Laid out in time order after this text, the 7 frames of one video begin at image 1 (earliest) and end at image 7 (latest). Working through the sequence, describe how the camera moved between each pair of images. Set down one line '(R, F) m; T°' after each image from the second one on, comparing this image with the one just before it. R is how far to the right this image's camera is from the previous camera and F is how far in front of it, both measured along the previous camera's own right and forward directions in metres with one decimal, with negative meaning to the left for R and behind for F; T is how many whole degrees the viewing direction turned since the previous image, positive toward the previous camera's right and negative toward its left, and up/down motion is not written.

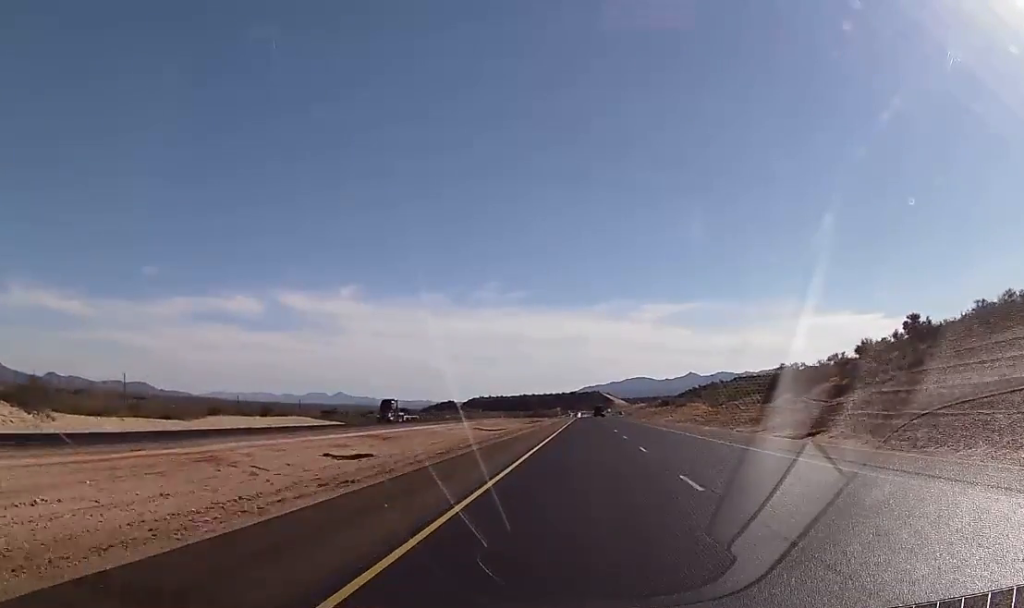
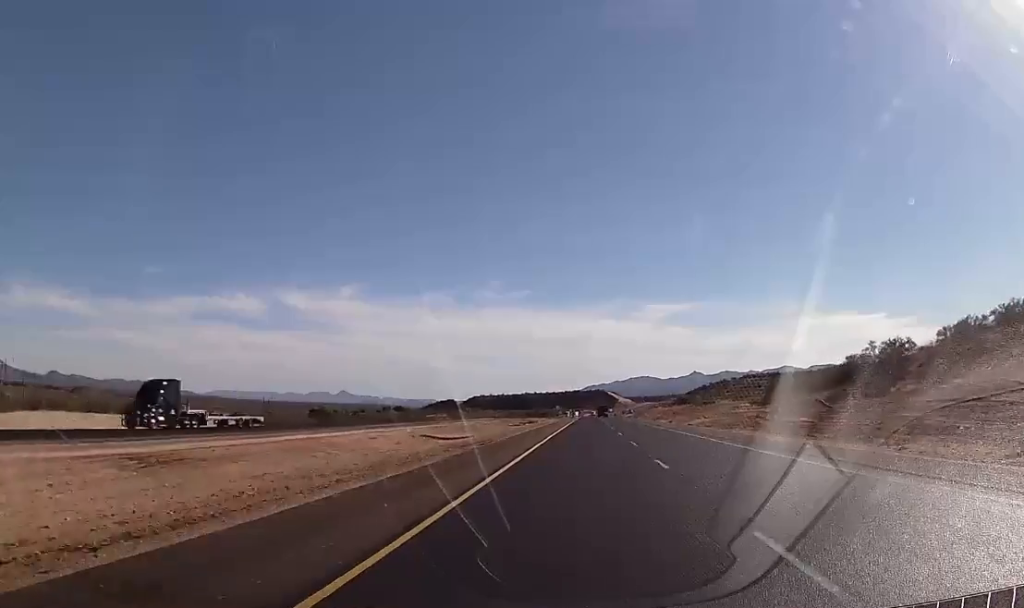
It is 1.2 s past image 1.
(+0.3, +43.7) m; 0°
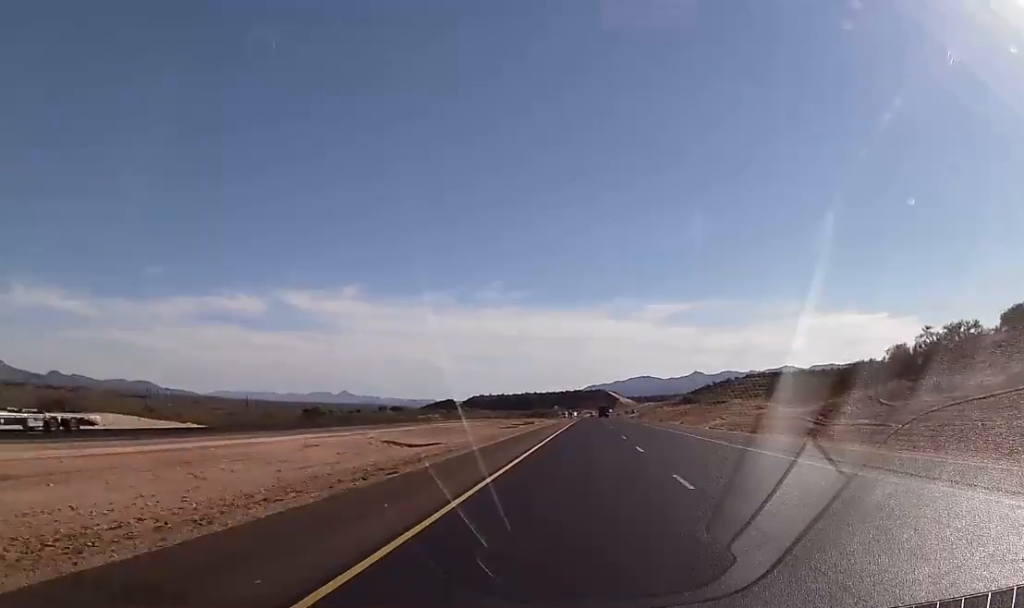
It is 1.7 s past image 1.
(0.0, +16.6) m; 0°
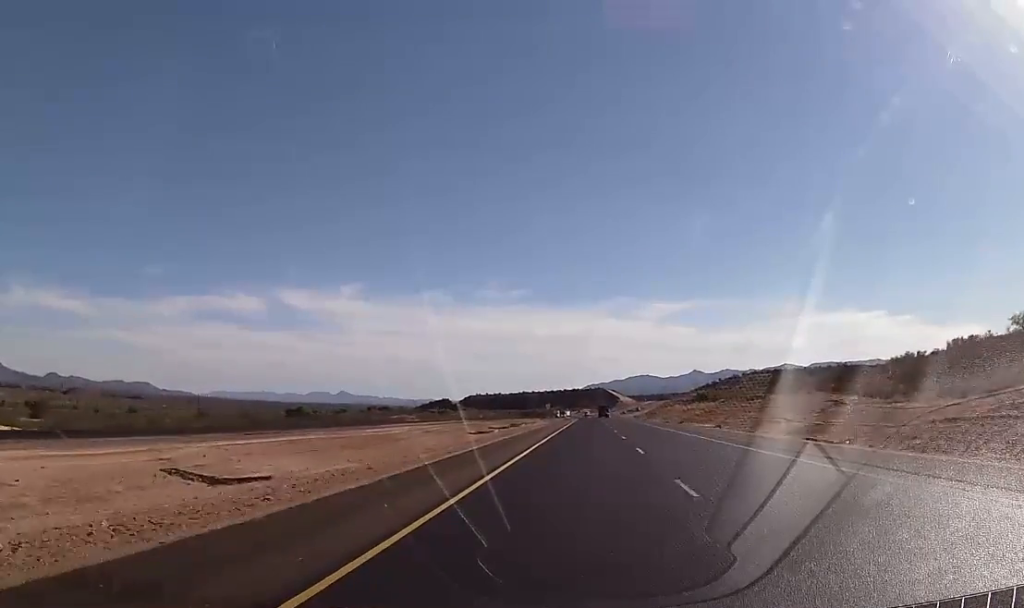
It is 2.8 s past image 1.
(0.0, +38.1) m; 0°
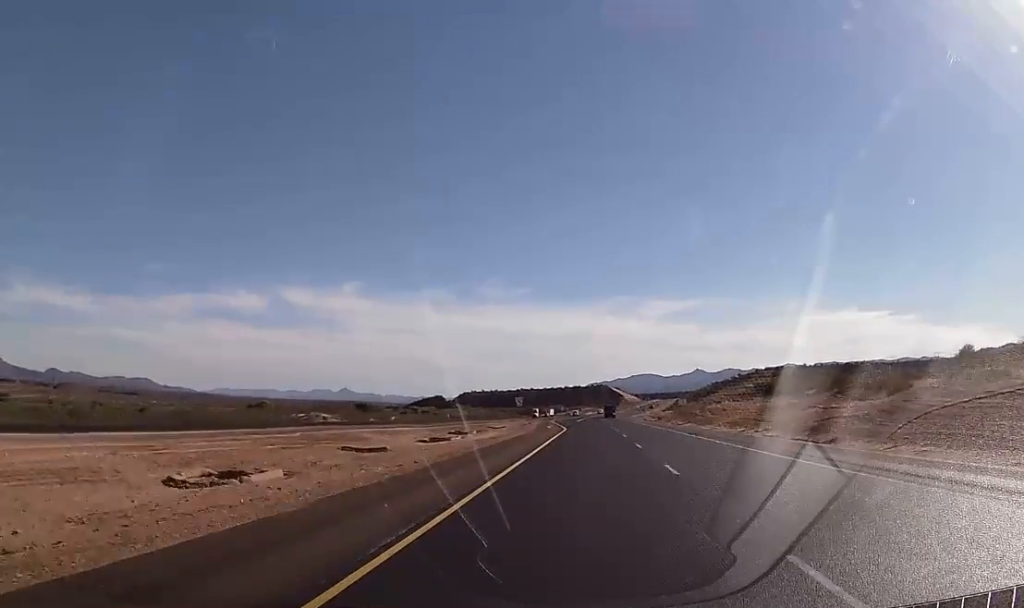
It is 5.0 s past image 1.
(-0.5, +80.8) m; -1°
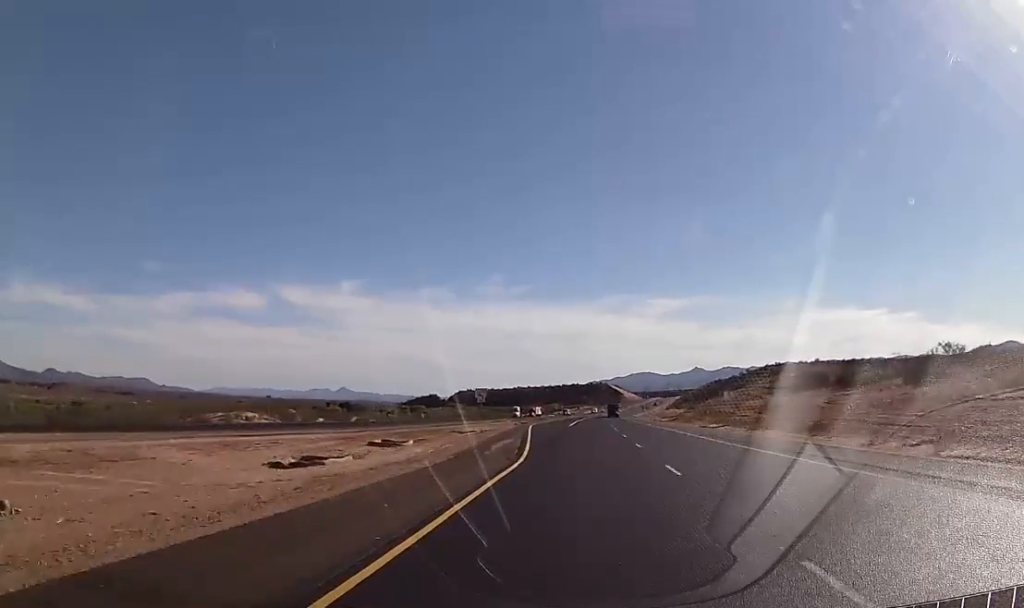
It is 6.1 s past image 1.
(0.0, +36.8) m; 0°
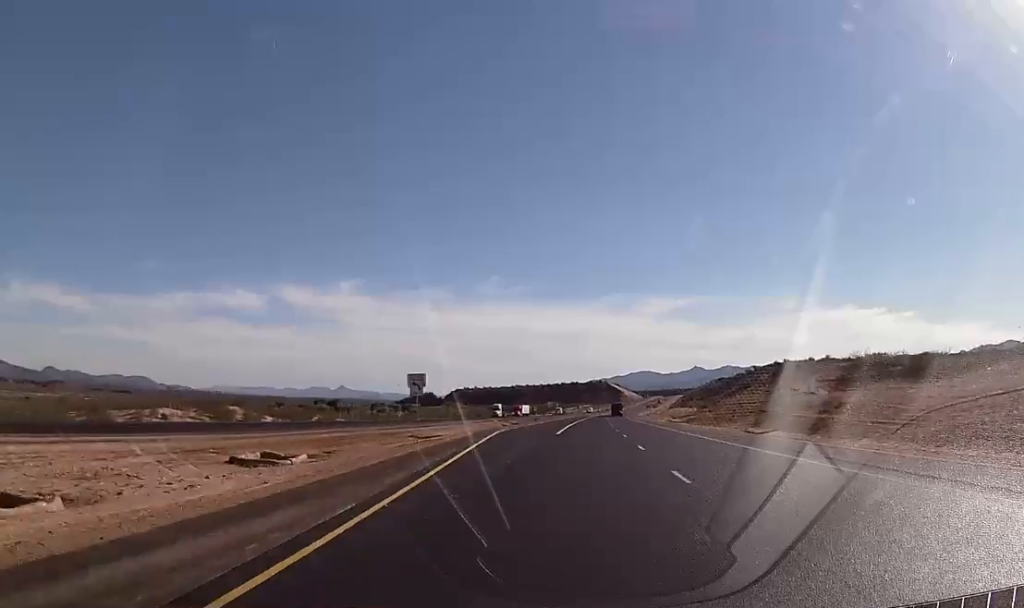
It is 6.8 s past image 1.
(+0.1, +26.1) m; 0°
